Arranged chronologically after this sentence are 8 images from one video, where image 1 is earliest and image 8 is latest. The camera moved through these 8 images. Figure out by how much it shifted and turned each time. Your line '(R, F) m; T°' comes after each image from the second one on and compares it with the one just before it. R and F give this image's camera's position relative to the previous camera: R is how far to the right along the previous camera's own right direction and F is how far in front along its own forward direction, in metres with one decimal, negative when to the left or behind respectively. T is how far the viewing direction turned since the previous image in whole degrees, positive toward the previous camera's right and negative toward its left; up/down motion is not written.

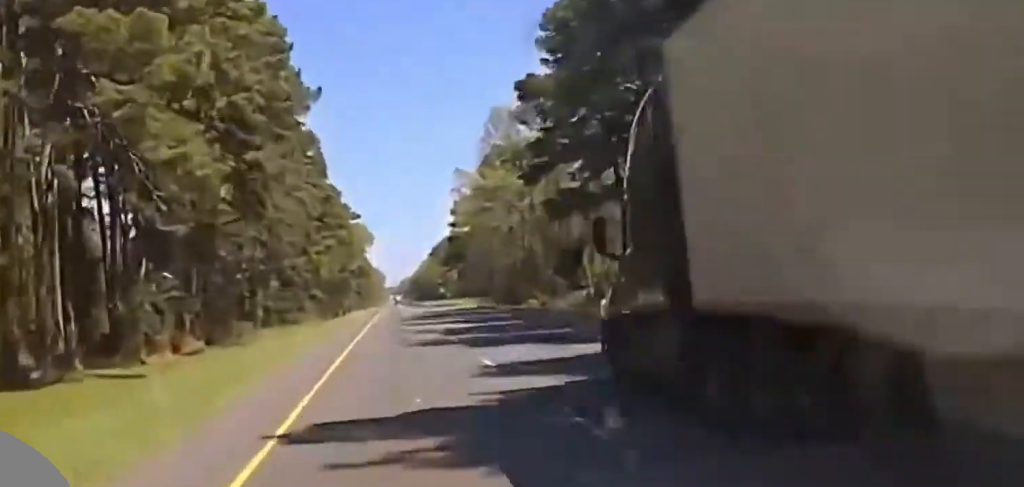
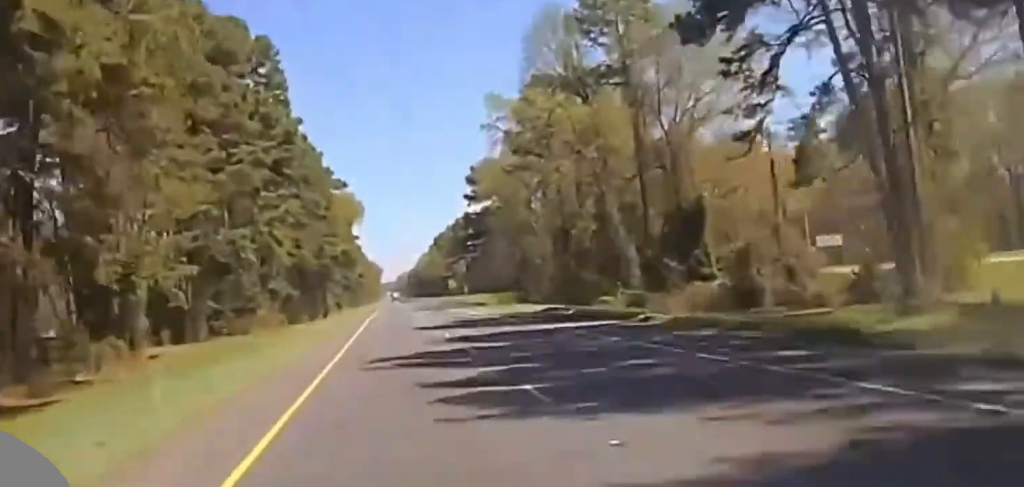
(+0.1, +59.5) m; 0°
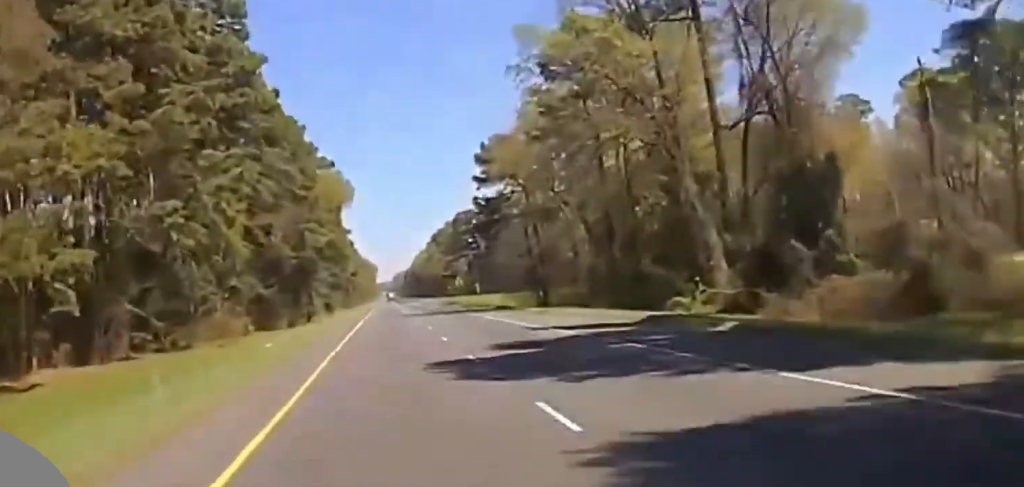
(0.0, +33.4) m; 0°
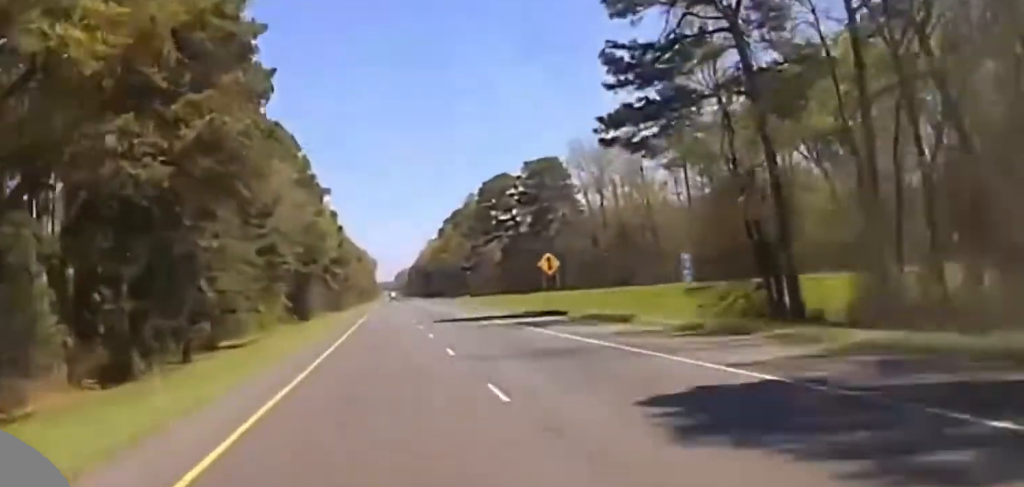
(+0.3, +92.0) m; 0°
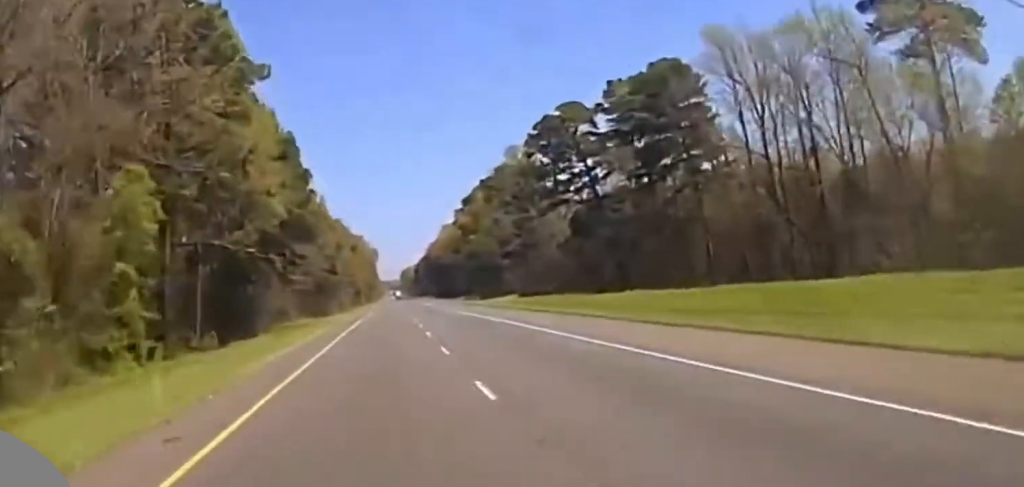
(-0.2, +81.2) m; 0°
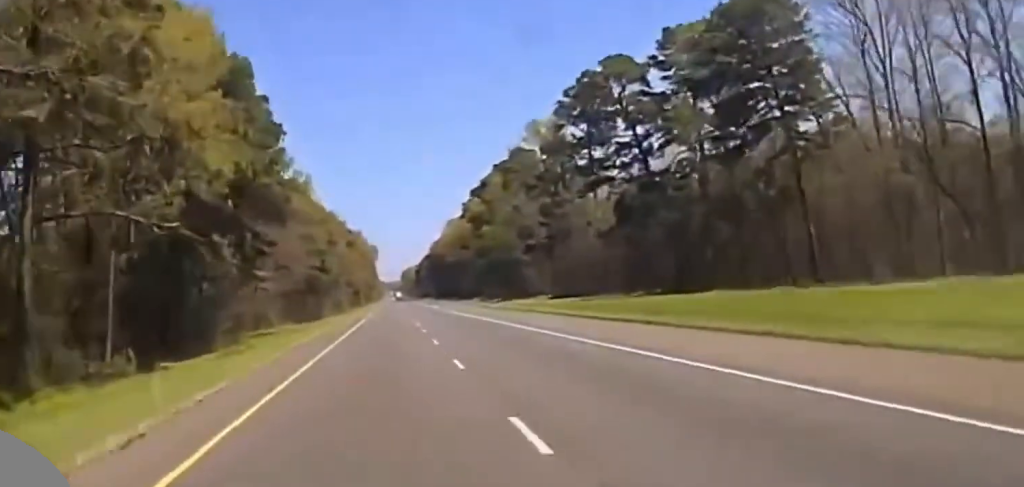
(0.0, +26.9) m; 0°
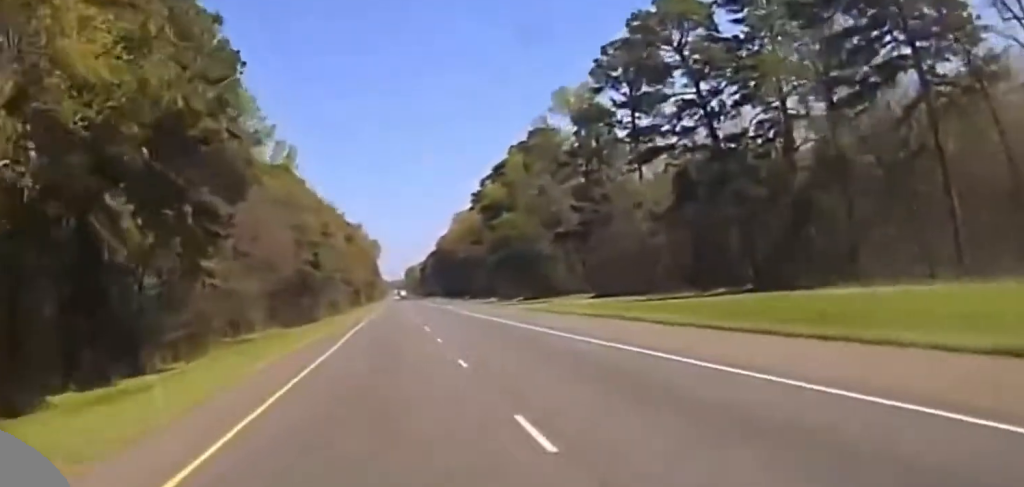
(-0.1, +23.8) m; 0°
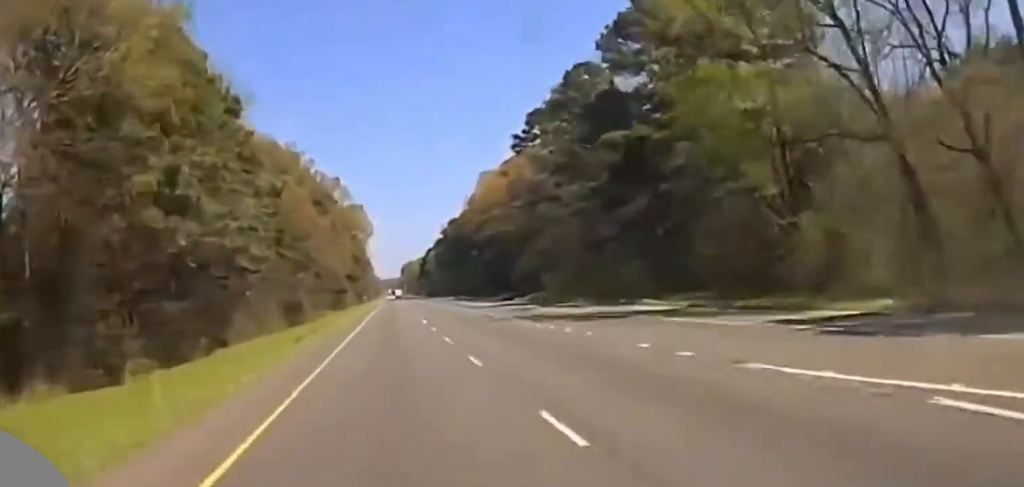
(-0.4, +98.4) m; 0°
